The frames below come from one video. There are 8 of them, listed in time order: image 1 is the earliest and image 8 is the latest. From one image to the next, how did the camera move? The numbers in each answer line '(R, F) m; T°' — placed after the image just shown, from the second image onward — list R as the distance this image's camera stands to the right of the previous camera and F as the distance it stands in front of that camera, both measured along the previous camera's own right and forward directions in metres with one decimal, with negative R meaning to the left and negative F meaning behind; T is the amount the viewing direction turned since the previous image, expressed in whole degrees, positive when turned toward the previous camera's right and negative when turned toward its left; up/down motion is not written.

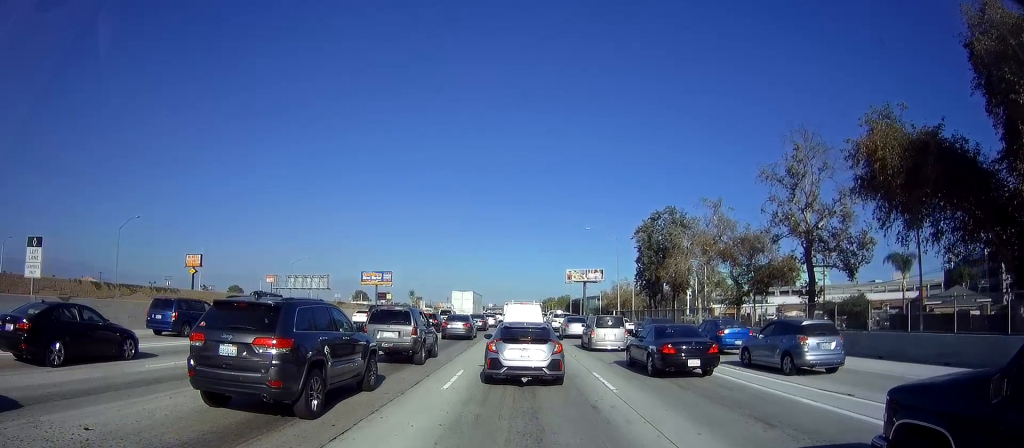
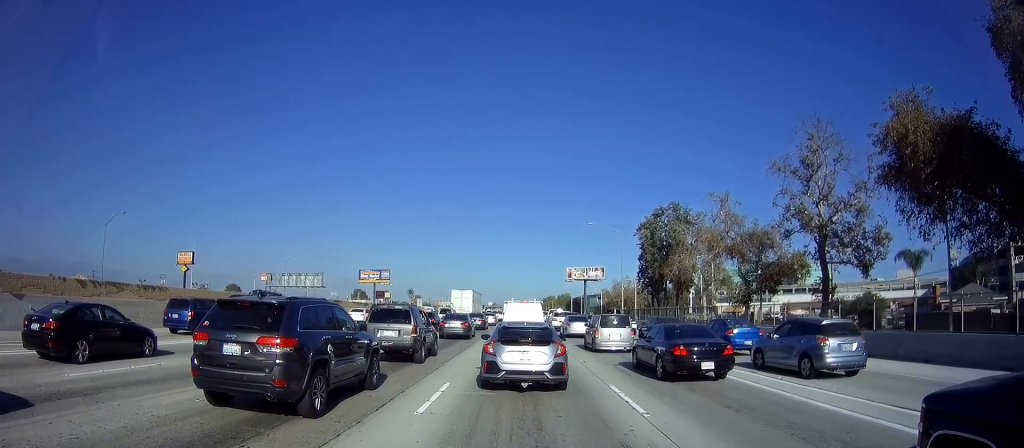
(0.0, +2.8) m; 0°
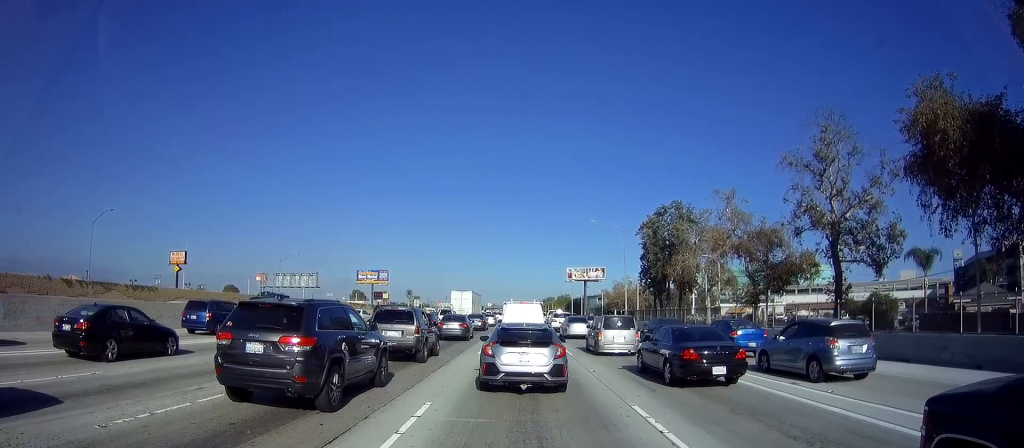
(0.0, +2.7) m; -1°
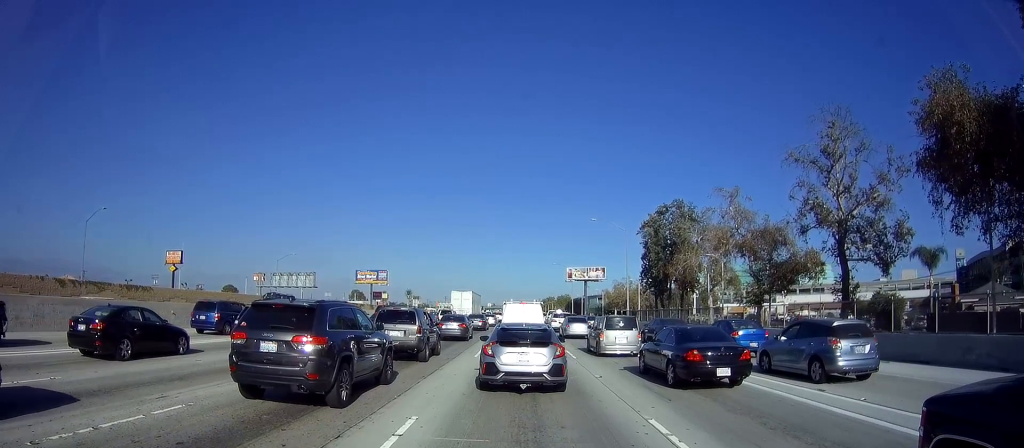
(-0.1, +1.4) m; -1°
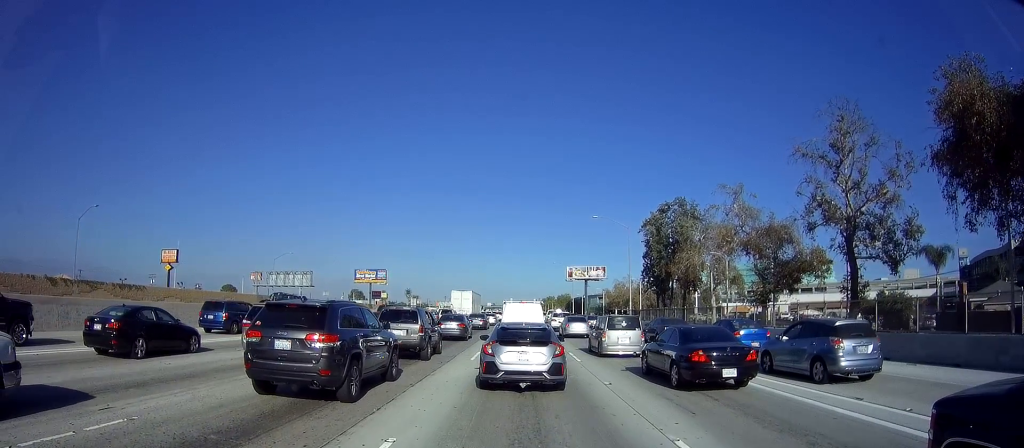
(+0.1, +1.6) m; 0°
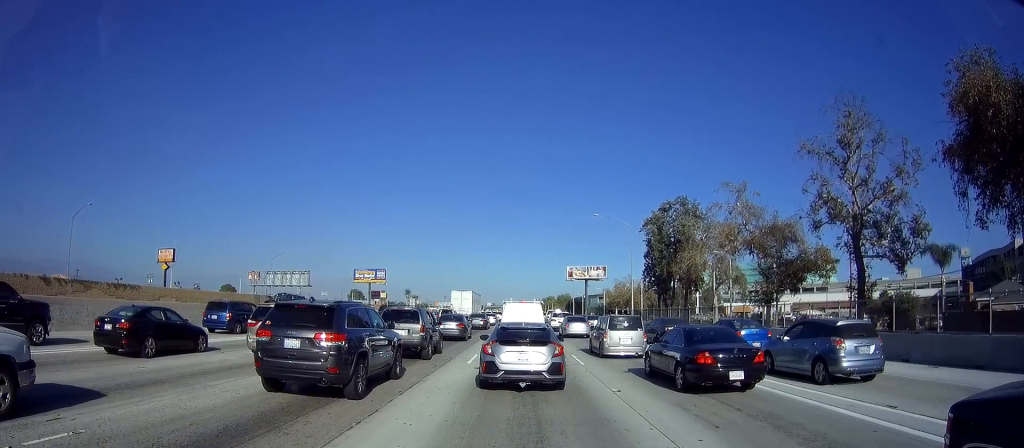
(0.0, +1.3) m; -1°
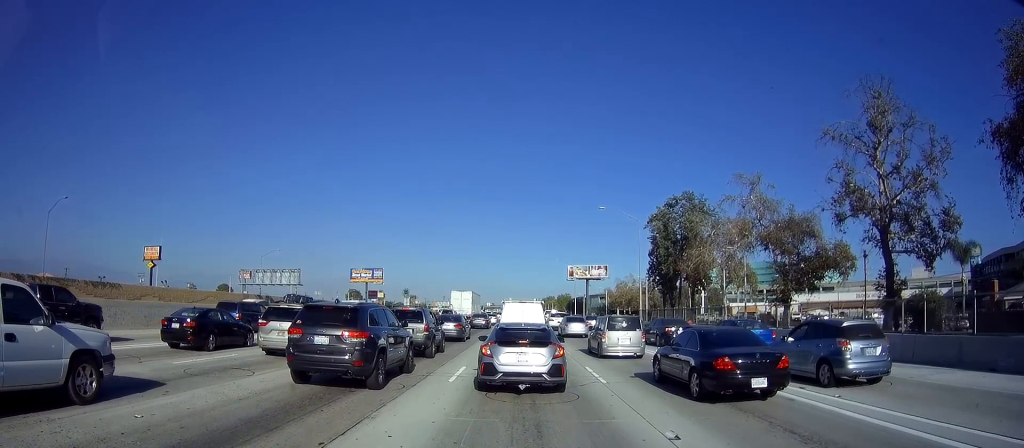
(-0.1, +5.0) m; +1°
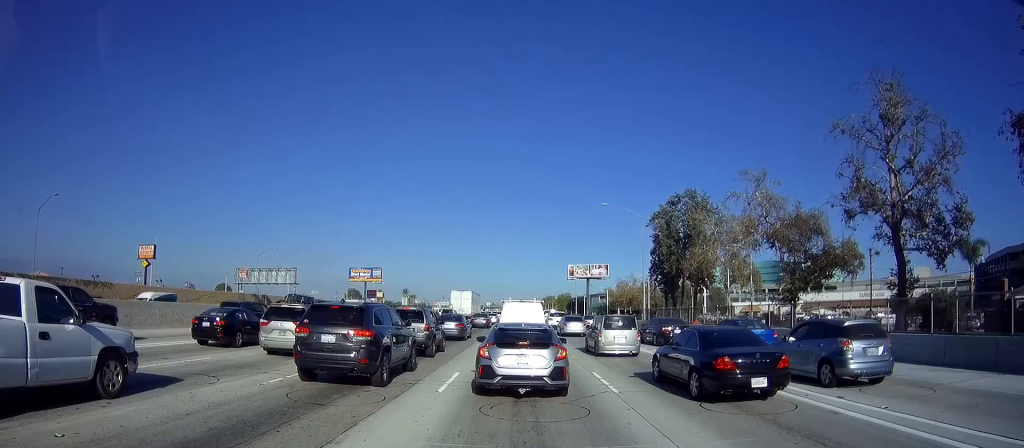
(+0.1, +1.6) m; 0°
